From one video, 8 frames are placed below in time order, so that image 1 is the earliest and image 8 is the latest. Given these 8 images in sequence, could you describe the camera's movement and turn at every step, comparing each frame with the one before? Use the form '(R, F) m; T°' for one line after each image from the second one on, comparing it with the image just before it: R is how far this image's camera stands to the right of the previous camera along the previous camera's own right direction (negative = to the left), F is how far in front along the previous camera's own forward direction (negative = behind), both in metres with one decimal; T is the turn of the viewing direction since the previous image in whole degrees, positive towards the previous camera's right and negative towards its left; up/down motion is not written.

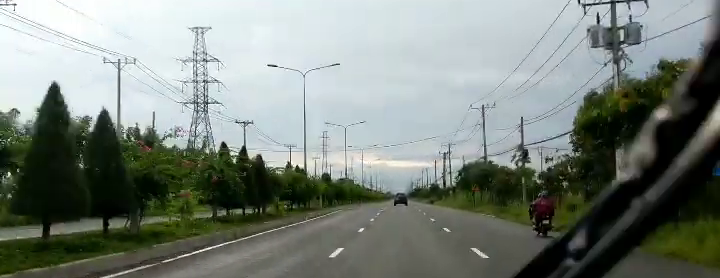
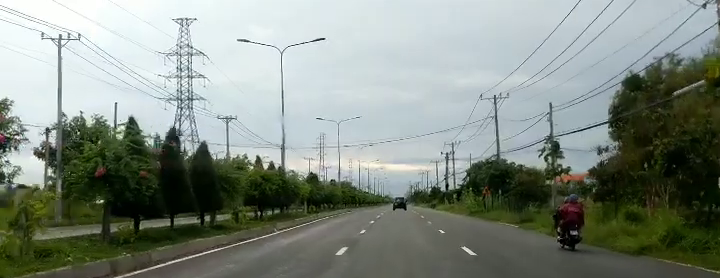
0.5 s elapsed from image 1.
(+0.1, +9.2) m; 0°
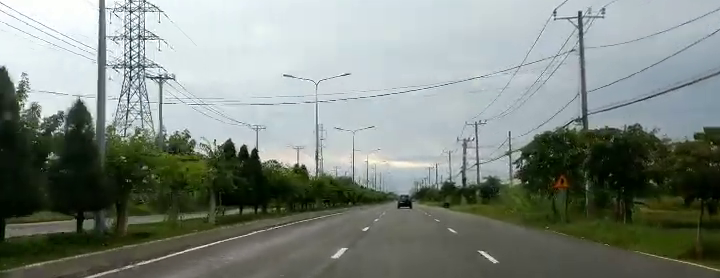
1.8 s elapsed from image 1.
(0.0, +26.2) m; +1°
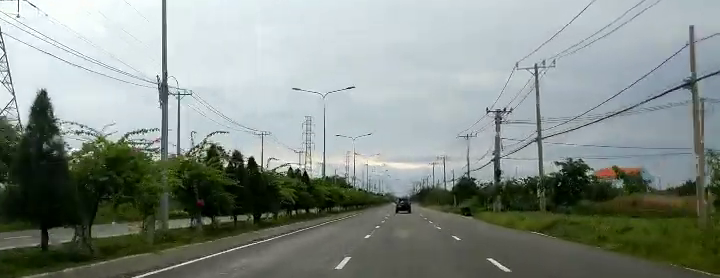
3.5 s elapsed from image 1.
(-0.1, +37.0) m; -2°
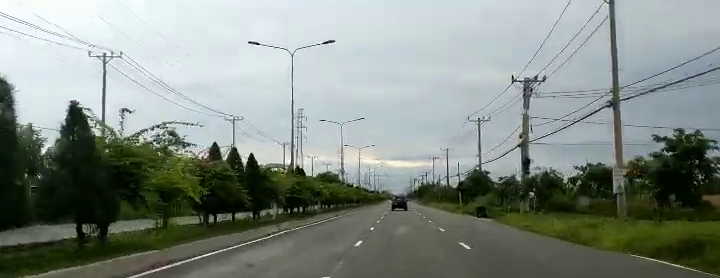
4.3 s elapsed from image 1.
(-0.3, +16.8) m; 0°
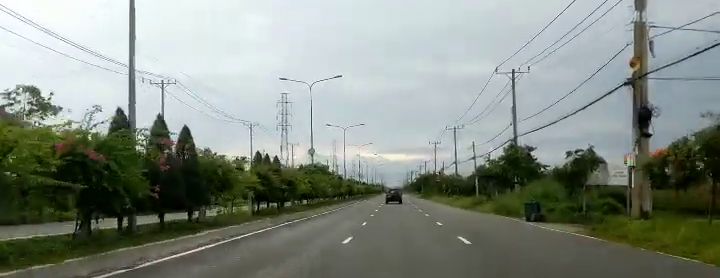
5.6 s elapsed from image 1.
(+0.5, +25.7) m; +3°
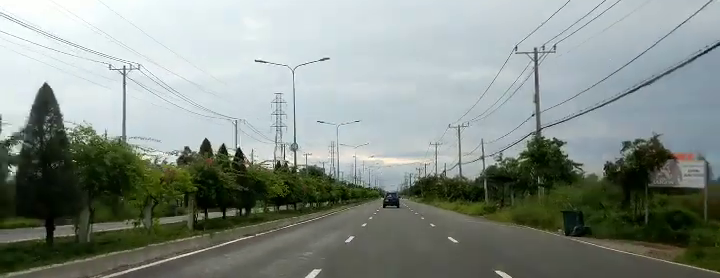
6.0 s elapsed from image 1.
(+0.1, +9.0) m; 0°
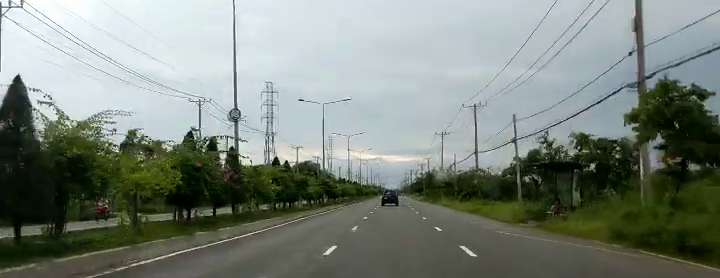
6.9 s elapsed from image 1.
(+0.1, +17.9) m; -1°
